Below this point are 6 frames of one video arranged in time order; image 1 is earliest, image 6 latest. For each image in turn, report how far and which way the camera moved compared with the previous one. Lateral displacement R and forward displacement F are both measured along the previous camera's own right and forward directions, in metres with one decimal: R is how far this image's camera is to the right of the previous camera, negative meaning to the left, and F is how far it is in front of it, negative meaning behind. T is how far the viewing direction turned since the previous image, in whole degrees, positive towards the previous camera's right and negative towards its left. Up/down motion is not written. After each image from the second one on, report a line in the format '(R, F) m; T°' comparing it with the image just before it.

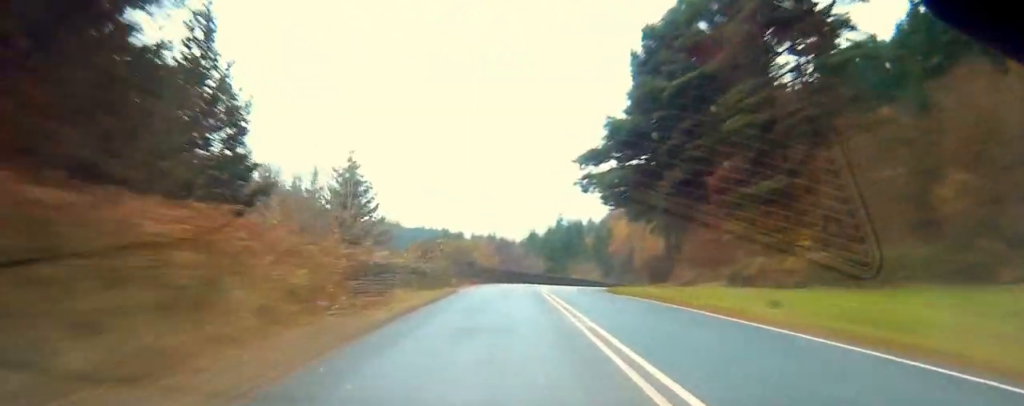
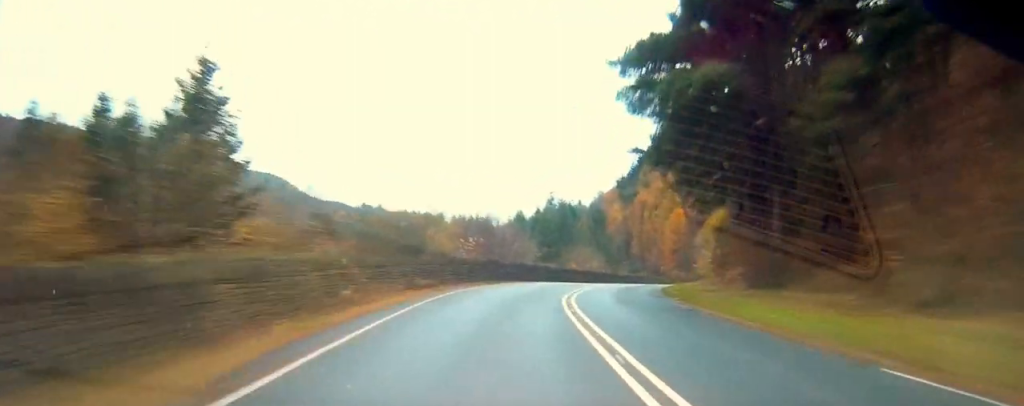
(-0.7, +24.3) m; -2°
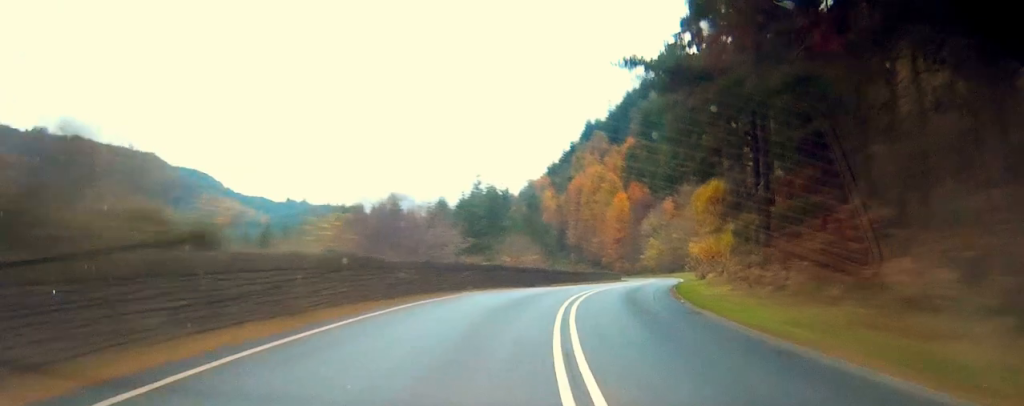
(-0.3, +20.4) m; +2°
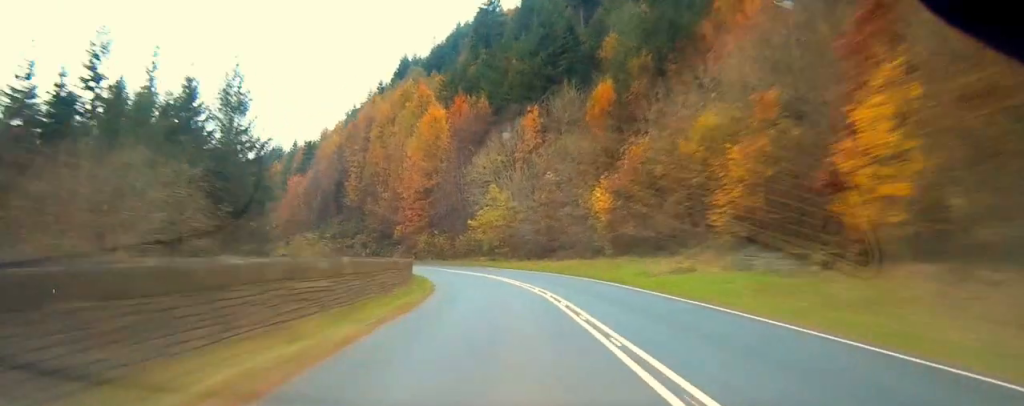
(+12.4, +77.9) m; +12°
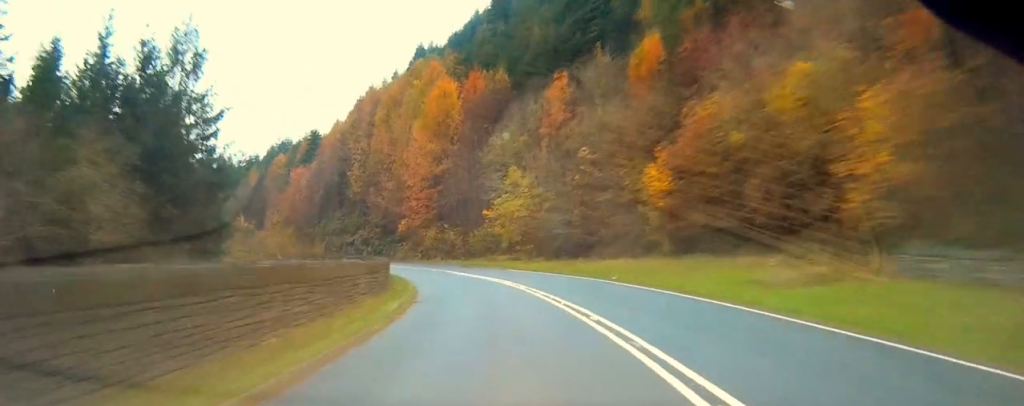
(0.0, +14.0) m; 0°
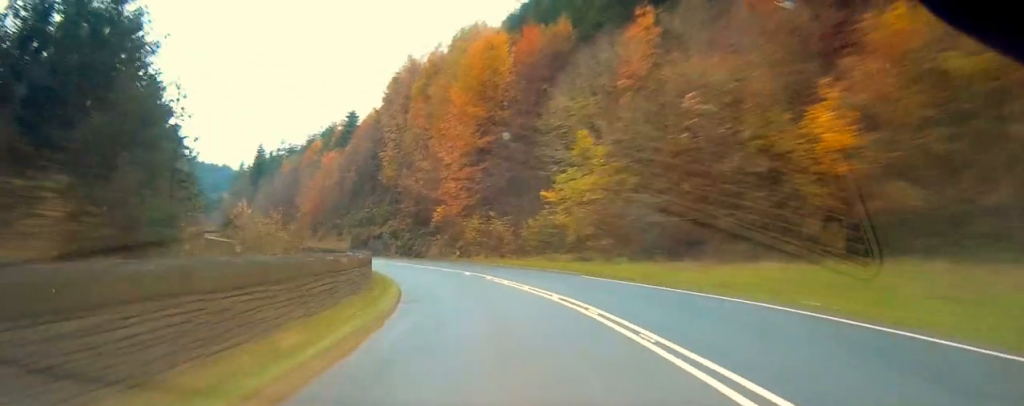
(0.0, +17.4) m; -4°
